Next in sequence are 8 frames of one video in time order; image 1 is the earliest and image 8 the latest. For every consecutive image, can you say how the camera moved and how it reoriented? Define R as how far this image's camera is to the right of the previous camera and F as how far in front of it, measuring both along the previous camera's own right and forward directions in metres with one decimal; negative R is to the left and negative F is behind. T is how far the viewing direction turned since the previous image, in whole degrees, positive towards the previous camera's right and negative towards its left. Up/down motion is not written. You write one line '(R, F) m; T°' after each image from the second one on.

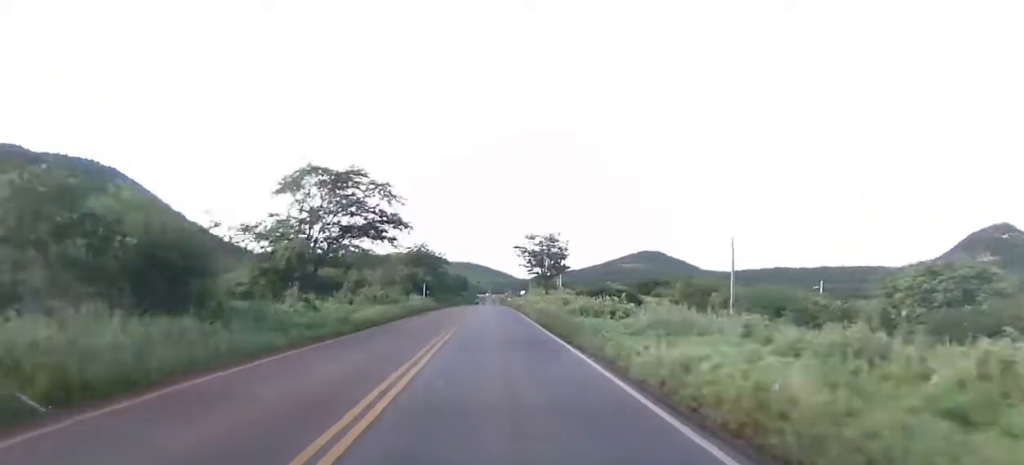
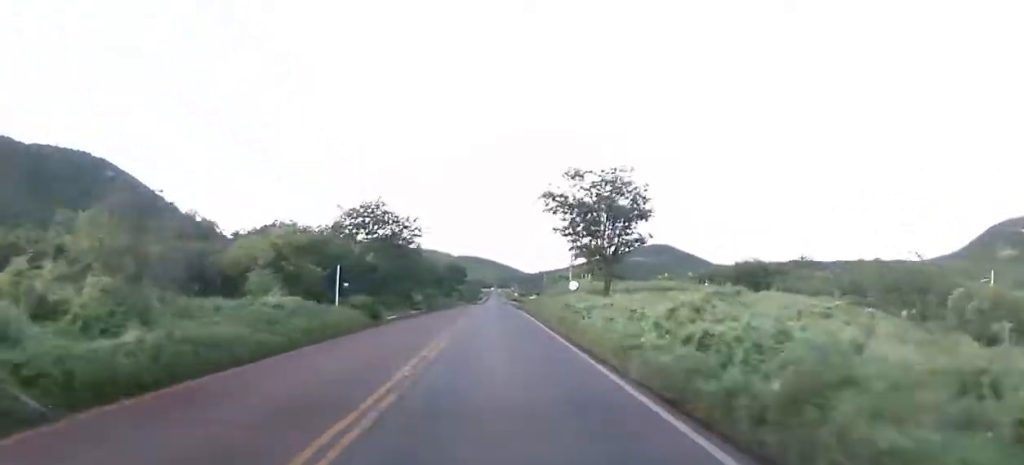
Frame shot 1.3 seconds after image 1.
(-0.8, +42.0) m; -1°
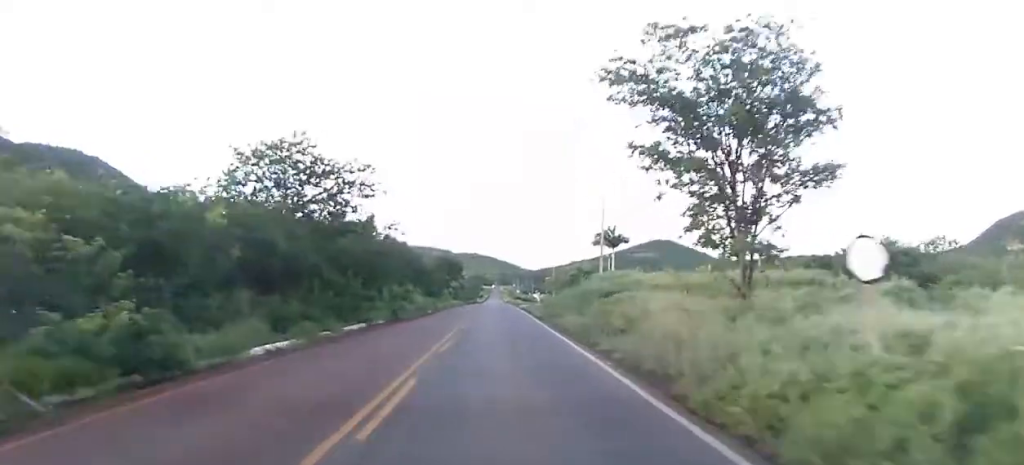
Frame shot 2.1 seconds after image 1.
(+0.2, +23.2) m; +1°
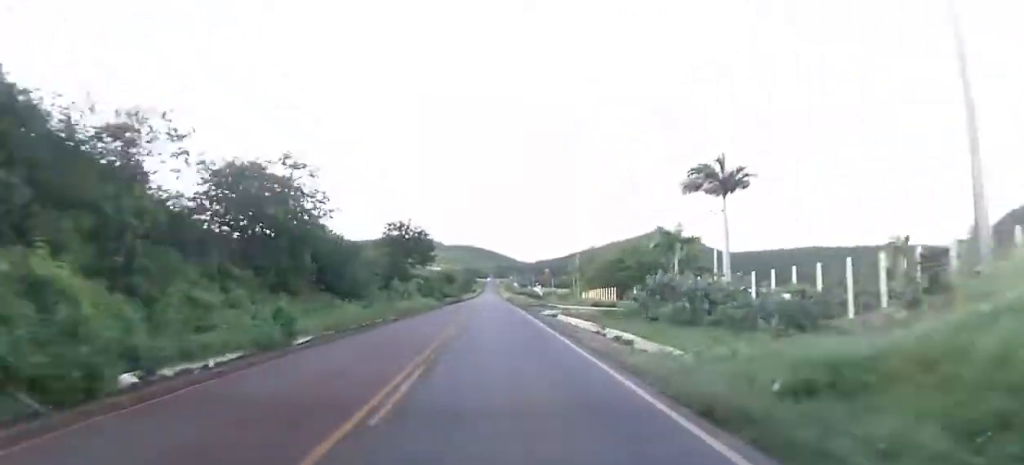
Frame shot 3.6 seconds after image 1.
(-0.1, +49.3) m; 0°
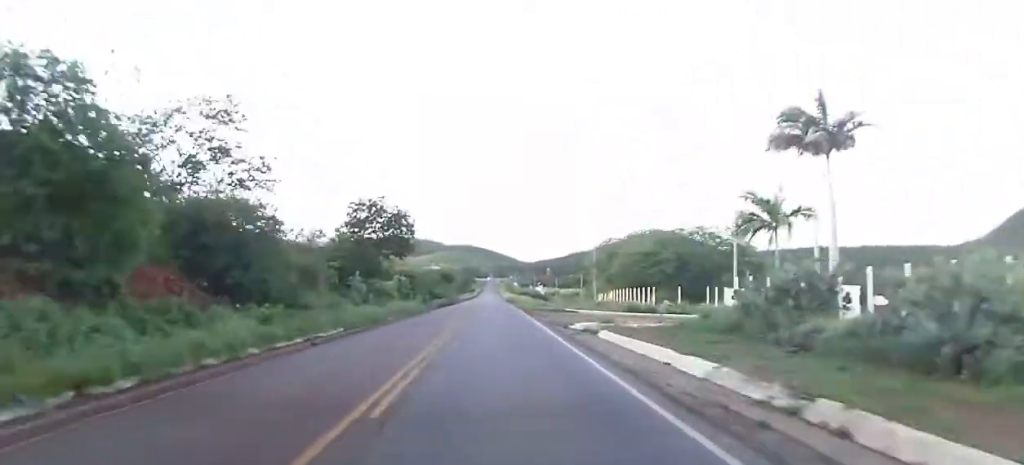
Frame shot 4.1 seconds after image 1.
(0.0, +16.3) m; 0°
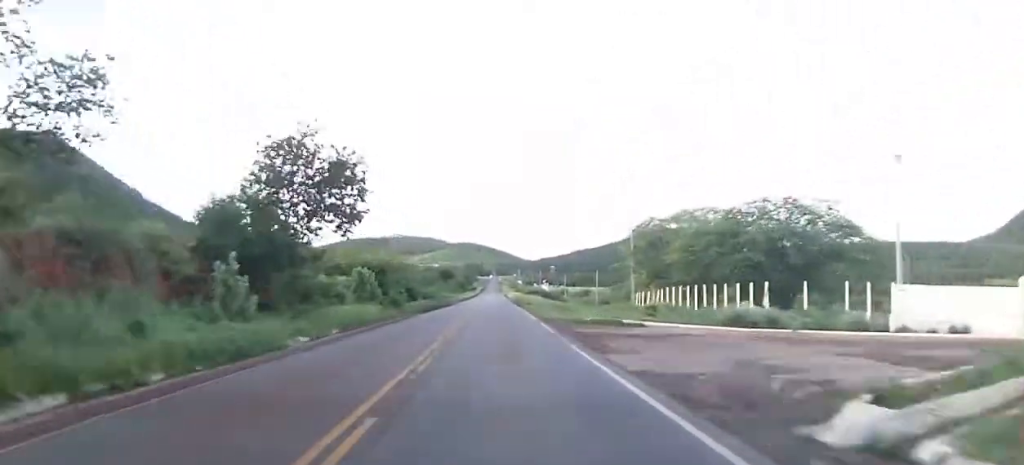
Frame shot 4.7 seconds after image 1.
(0.0, +20.9) m; 0°
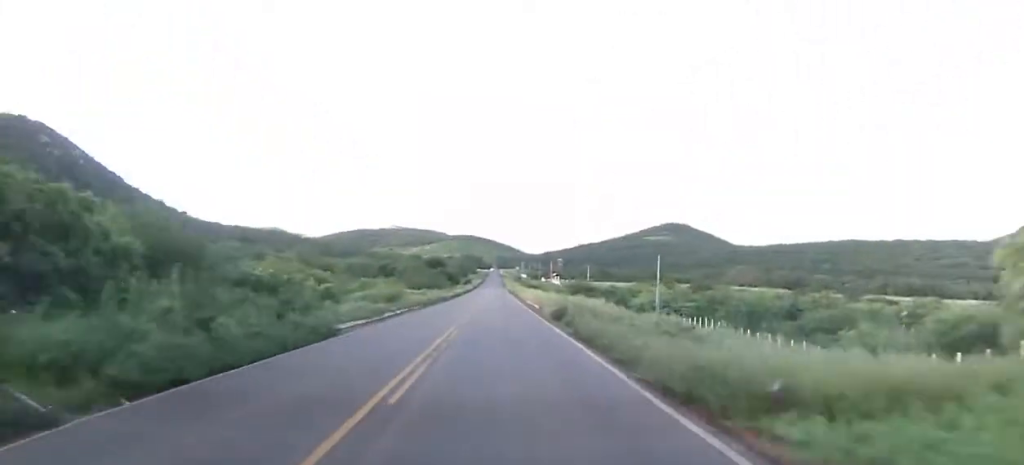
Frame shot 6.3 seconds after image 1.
(-0.3, +53.6) m; 0°
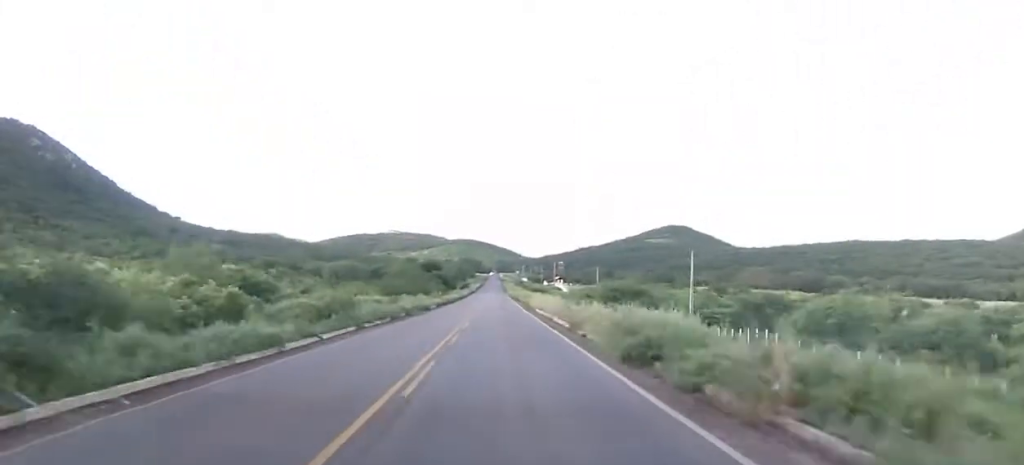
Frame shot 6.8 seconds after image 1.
(+0.1, +15.8) m; +1°
